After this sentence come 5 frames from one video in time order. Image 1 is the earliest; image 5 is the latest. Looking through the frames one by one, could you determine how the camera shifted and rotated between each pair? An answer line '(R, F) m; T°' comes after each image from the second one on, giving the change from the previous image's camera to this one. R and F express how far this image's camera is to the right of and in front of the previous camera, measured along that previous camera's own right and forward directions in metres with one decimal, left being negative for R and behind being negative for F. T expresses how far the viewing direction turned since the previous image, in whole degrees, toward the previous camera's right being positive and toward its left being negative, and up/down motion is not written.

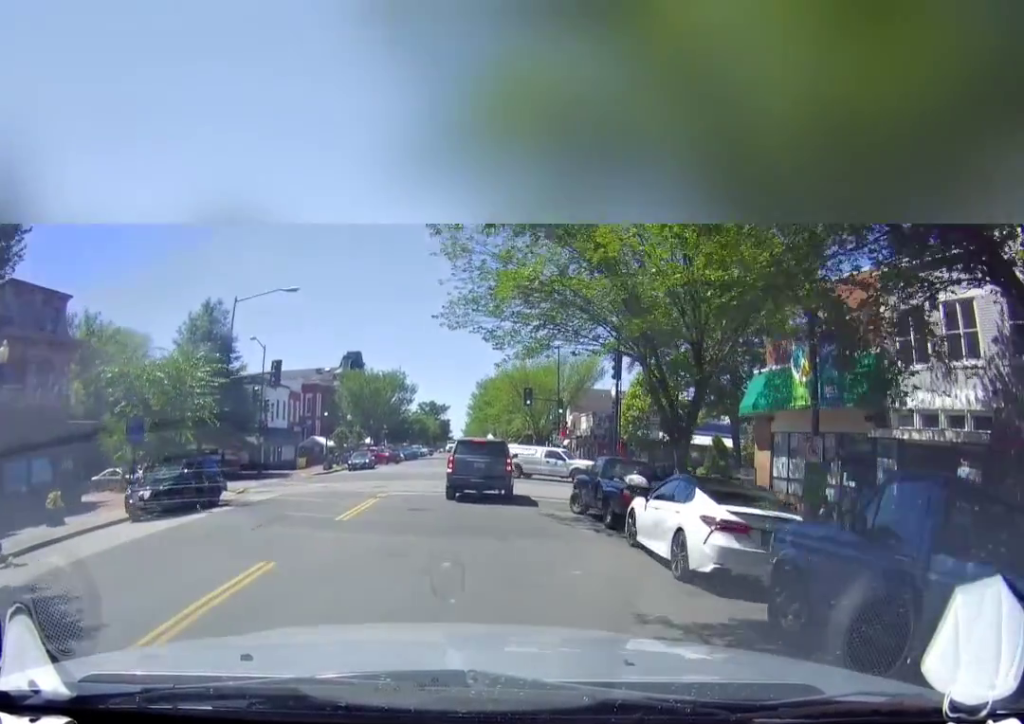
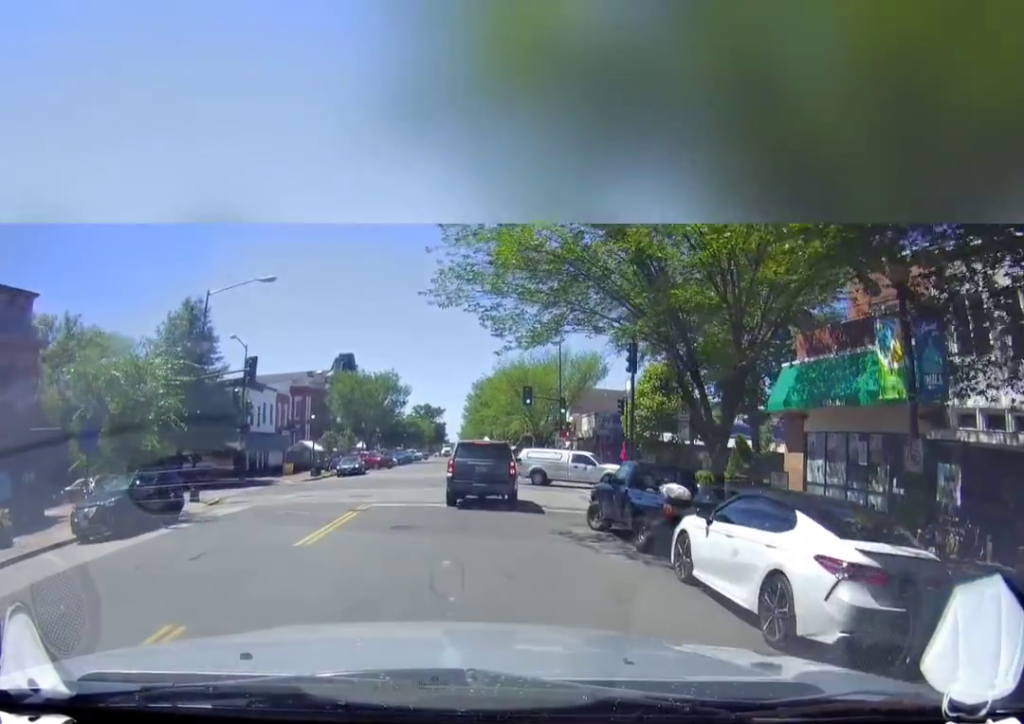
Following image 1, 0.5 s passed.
(-0.2, +3.2) m; +2°
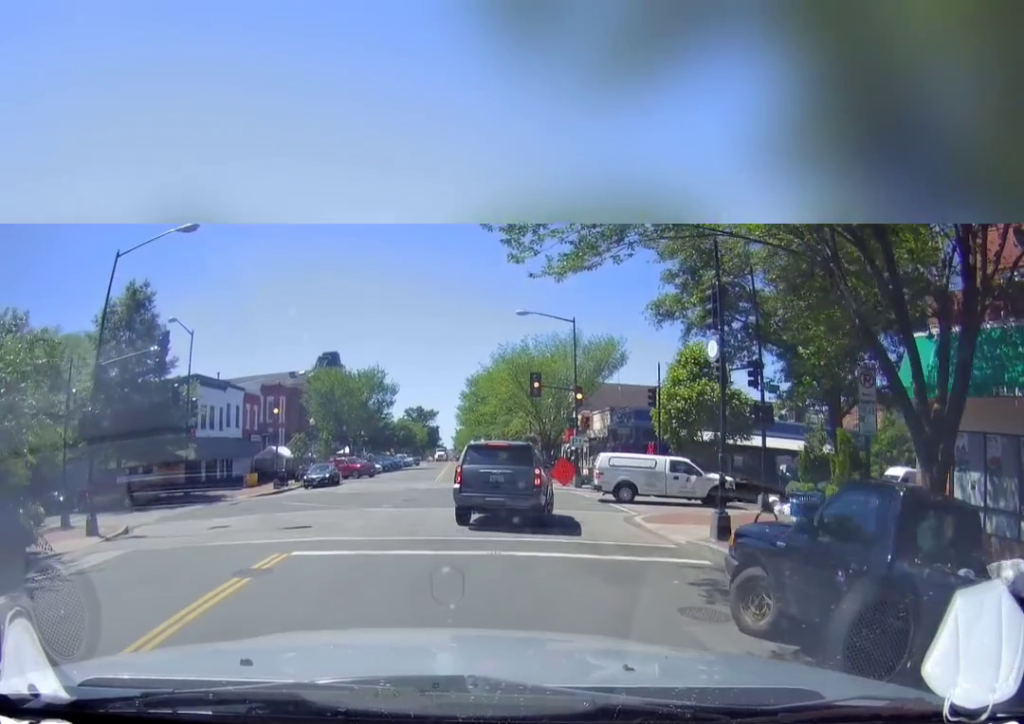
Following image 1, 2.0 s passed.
(+0.7, +8.6) m; +6°
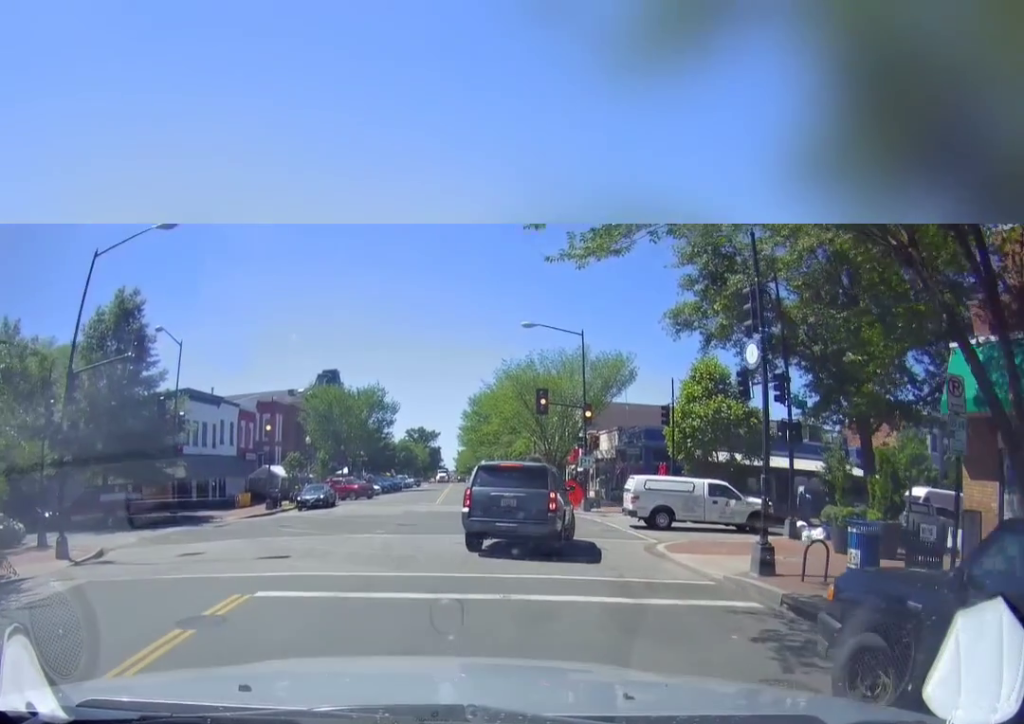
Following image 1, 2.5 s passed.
(-0.2, +2.4) m; 0°
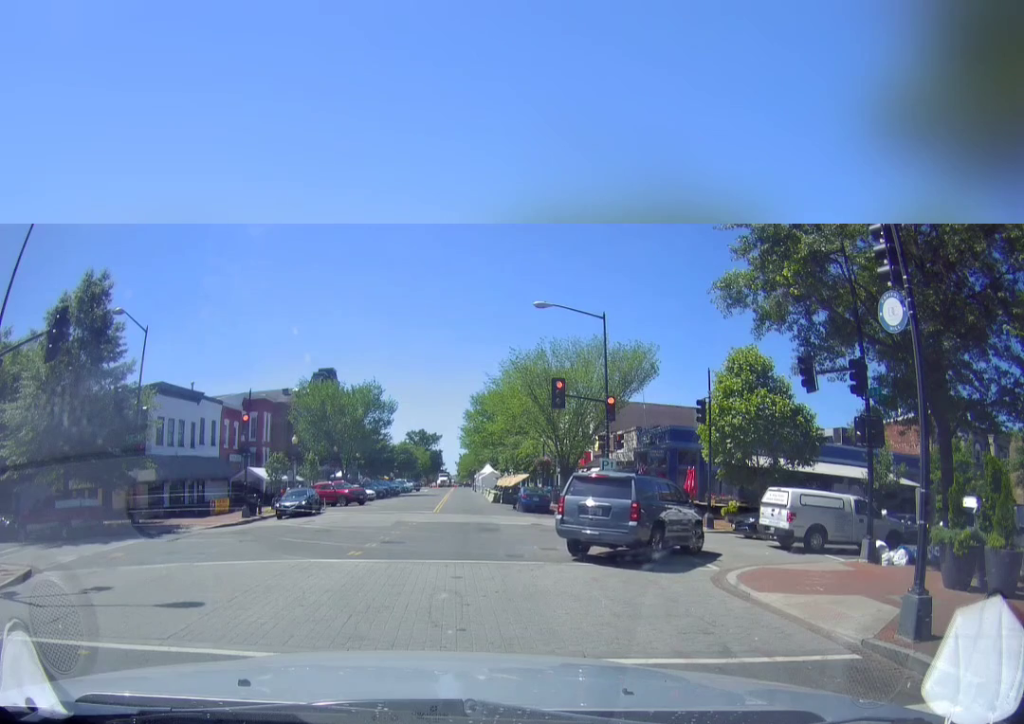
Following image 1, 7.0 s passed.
(-0.7, +15.2) m; -10°
